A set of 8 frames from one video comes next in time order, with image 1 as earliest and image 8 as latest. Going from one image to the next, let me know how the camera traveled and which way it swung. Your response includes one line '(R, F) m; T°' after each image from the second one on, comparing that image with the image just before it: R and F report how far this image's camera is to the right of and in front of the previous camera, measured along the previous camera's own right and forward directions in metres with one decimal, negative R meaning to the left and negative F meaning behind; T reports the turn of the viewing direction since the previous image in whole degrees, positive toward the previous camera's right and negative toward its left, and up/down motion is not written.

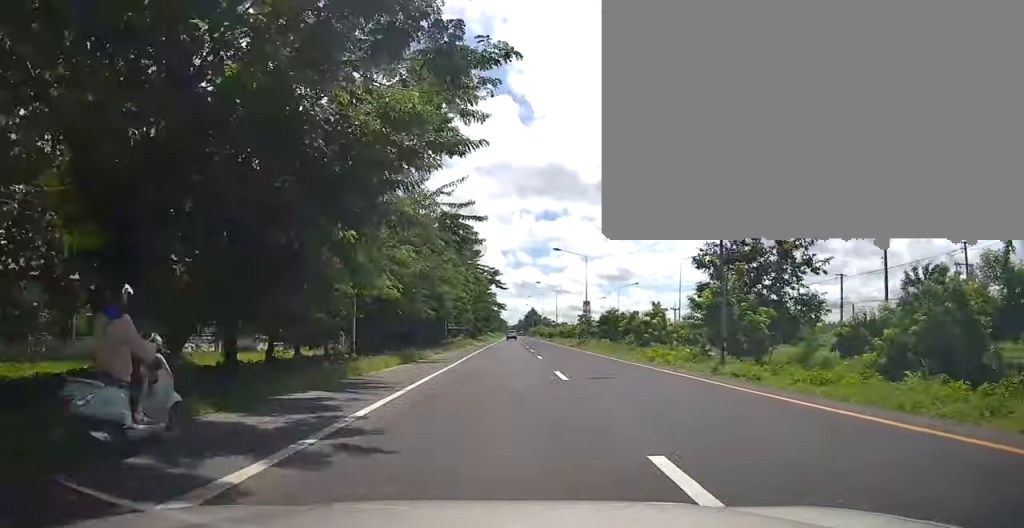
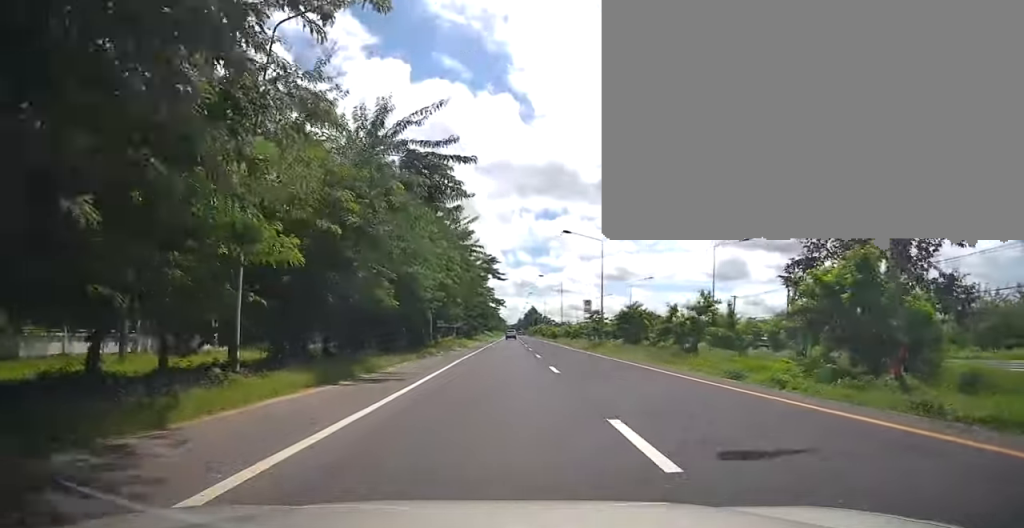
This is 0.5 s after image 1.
(-0.2, +9.6) m; 0°
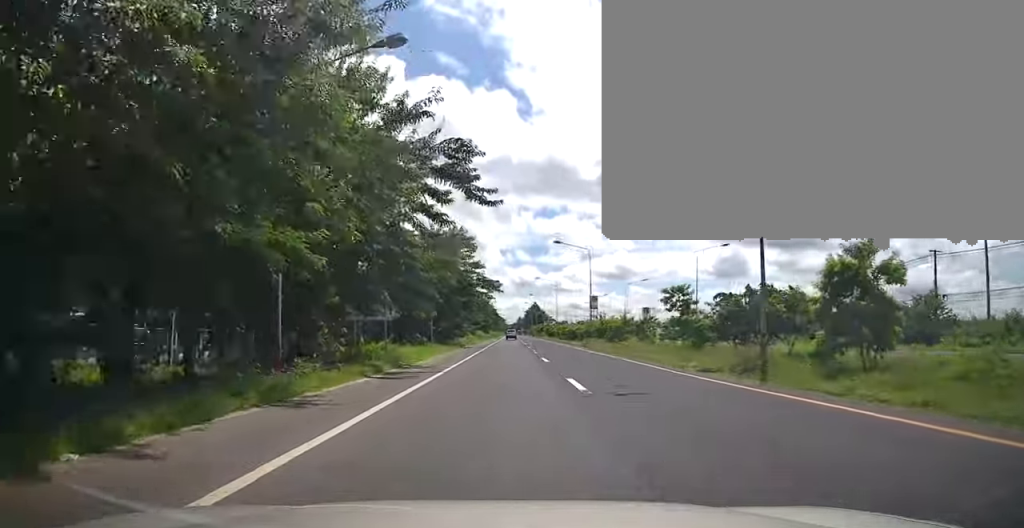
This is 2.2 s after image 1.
(+0.2, +29.4) m; 0°
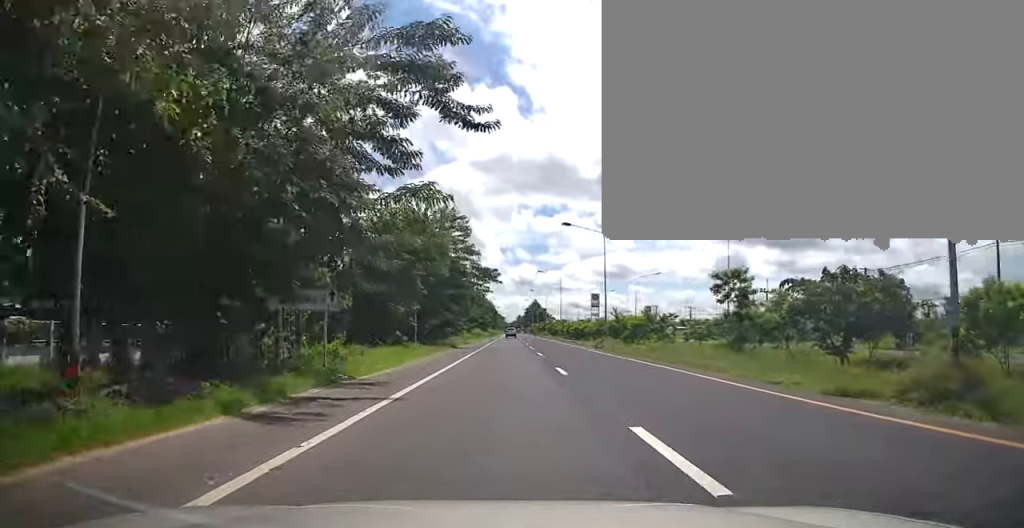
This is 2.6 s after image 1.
(-0.2, +7.9) m; 0°
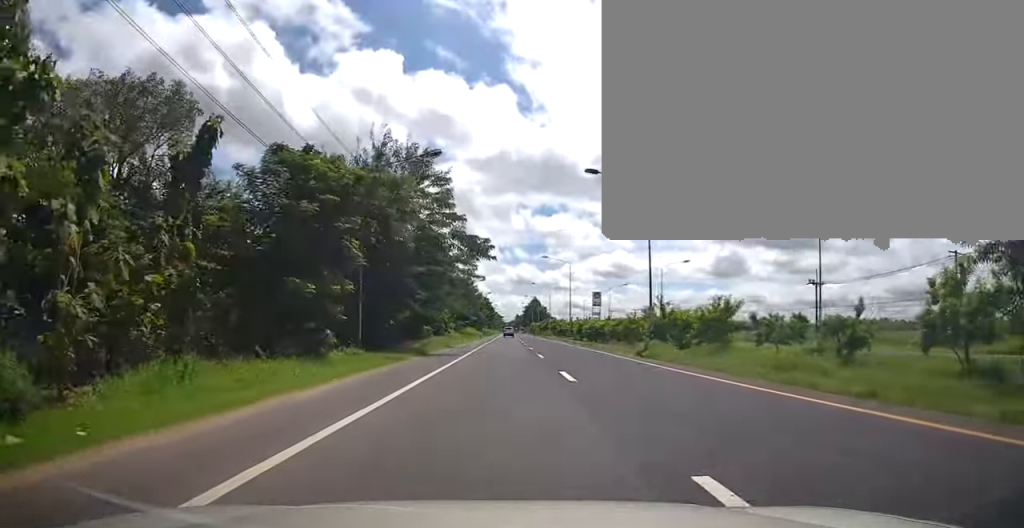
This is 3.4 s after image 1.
(0.0, +14.3) m; 0°
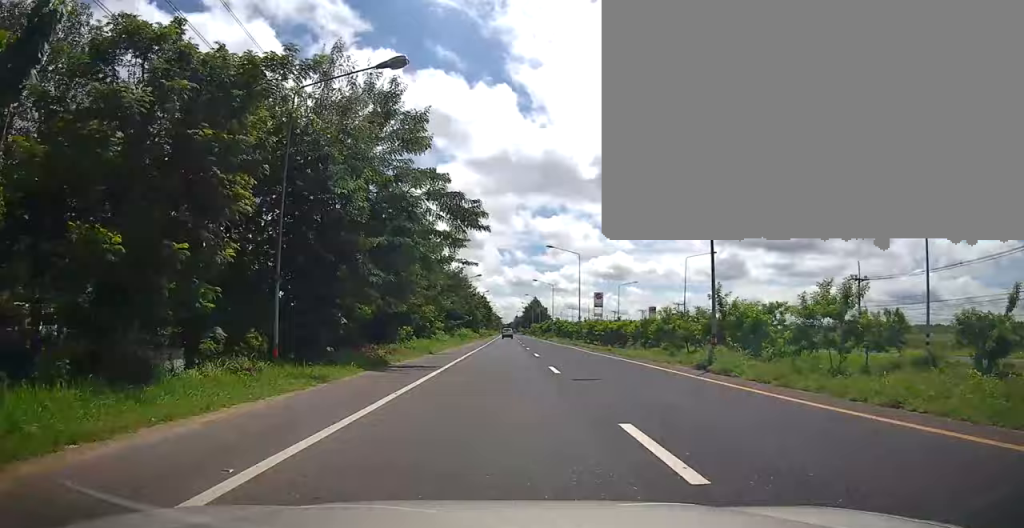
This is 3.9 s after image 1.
(+0.2, +9.2) m; 0°
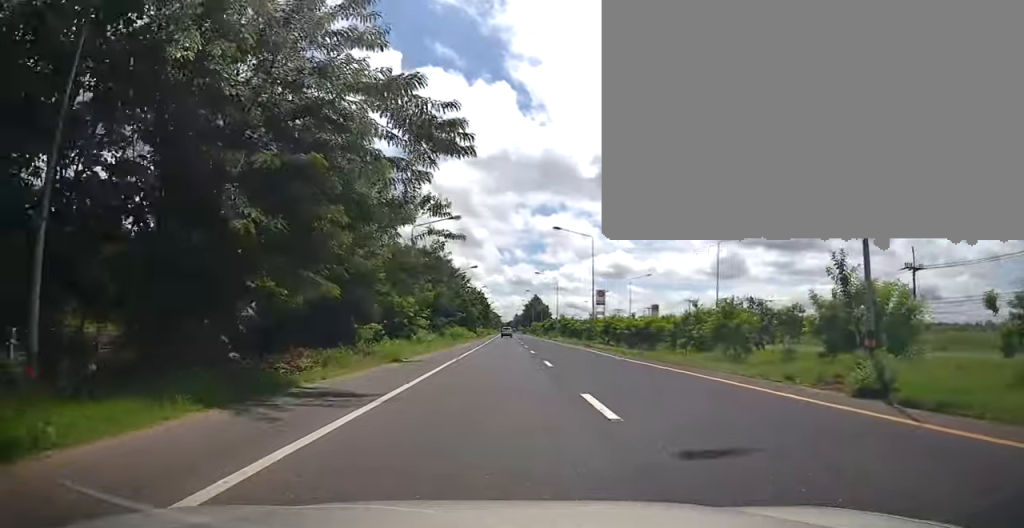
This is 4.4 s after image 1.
(-0.1, +9.2) m; 0°
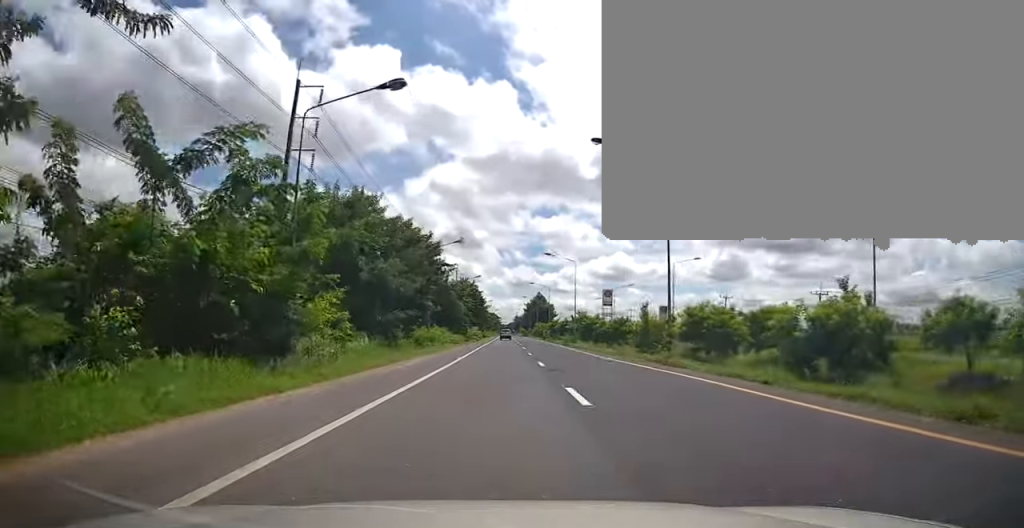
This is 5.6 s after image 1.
(-0.2, +21.8) m; 0°
